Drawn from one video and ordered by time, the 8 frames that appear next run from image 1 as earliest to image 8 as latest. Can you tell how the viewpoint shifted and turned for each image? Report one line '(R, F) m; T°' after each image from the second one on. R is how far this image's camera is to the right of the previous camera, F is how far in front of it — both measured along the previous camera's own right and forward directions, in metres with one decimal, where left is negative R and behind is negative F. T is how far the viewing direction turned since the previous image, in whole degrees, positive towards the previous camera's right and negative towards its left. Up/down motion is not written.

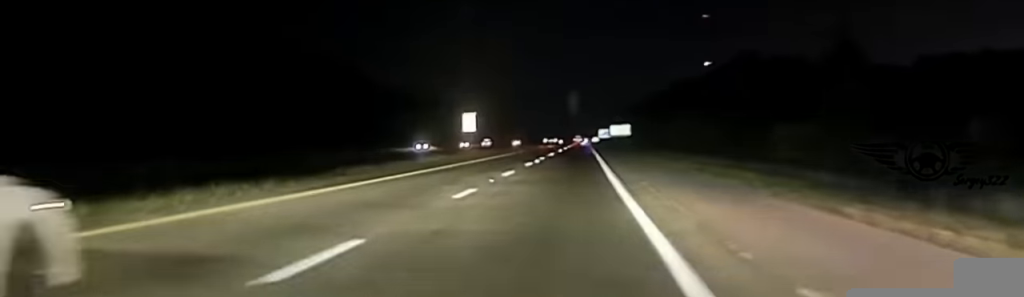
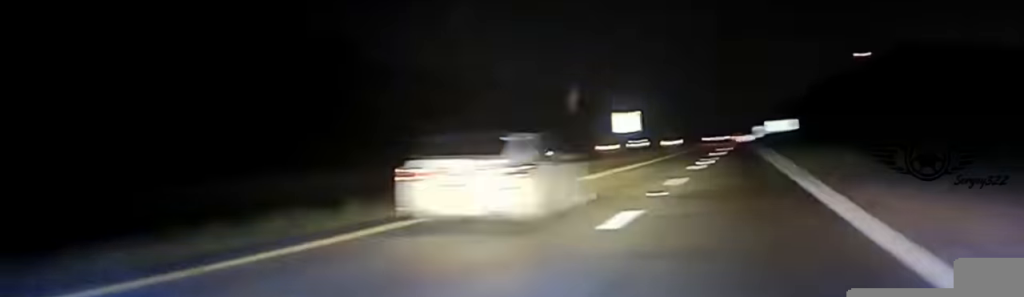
(-1.4, +5.2) m; -35°
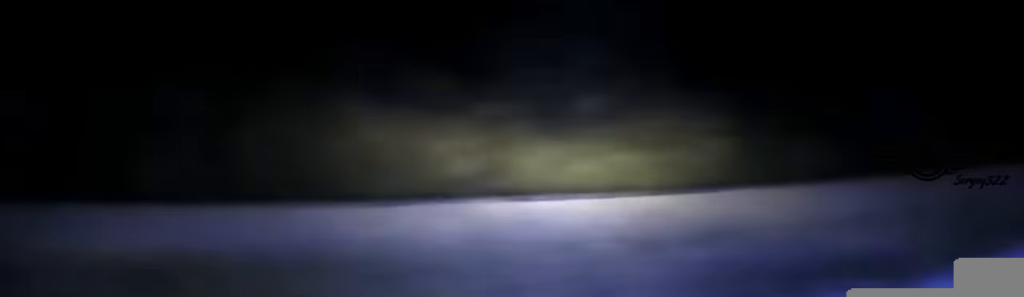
(-2.9, +4.3) m; -55°
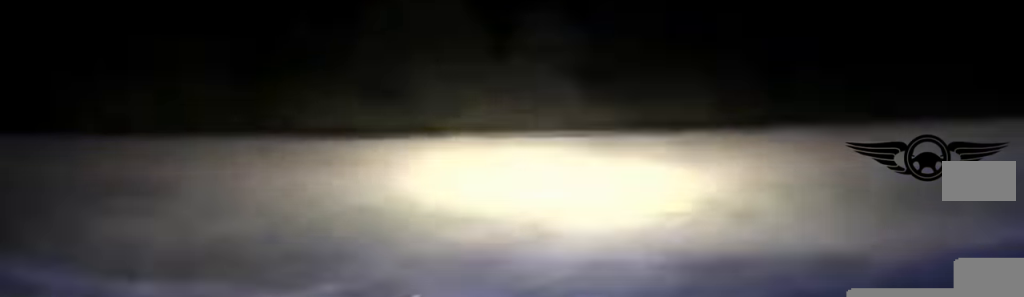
(-1.0, +3.6) m; -34°
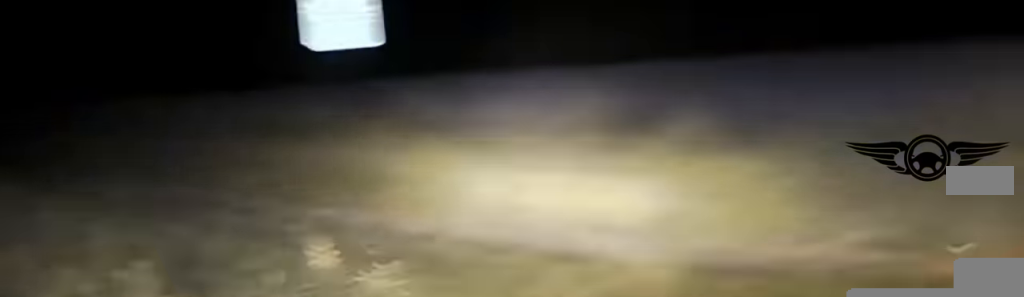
(-1.0, +2.7) m; -23°
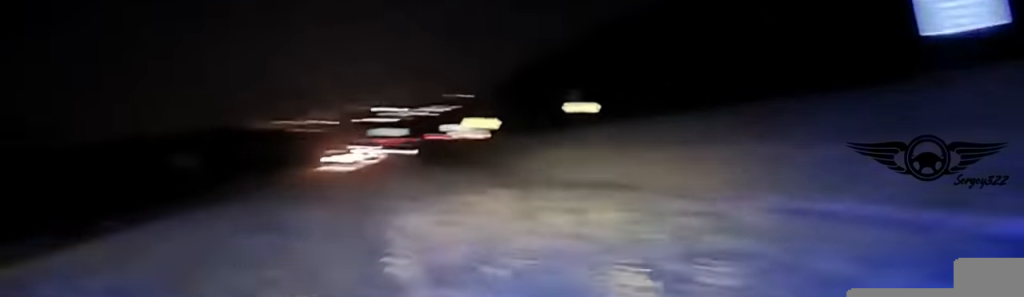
(-0.9, +3.5) m; -17°
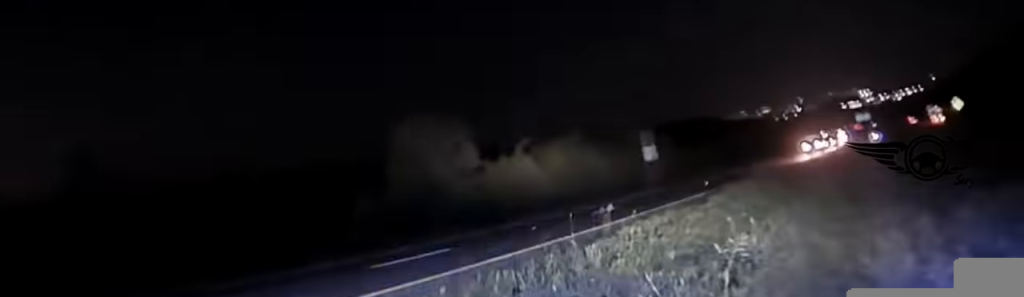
(-0.3, +3.7) m; -1°
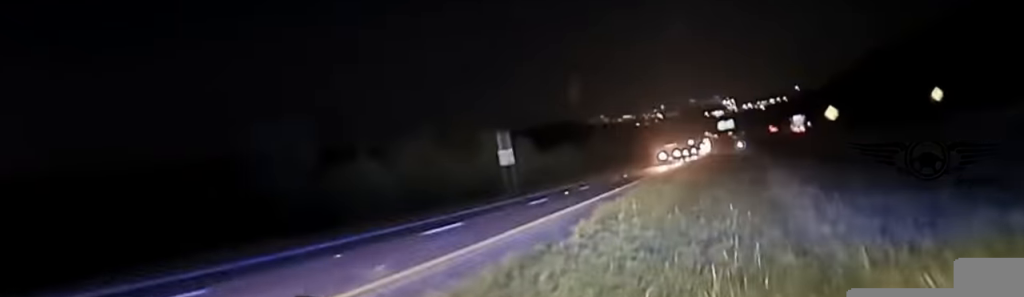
(+0.2, +6.8) m; +3°
